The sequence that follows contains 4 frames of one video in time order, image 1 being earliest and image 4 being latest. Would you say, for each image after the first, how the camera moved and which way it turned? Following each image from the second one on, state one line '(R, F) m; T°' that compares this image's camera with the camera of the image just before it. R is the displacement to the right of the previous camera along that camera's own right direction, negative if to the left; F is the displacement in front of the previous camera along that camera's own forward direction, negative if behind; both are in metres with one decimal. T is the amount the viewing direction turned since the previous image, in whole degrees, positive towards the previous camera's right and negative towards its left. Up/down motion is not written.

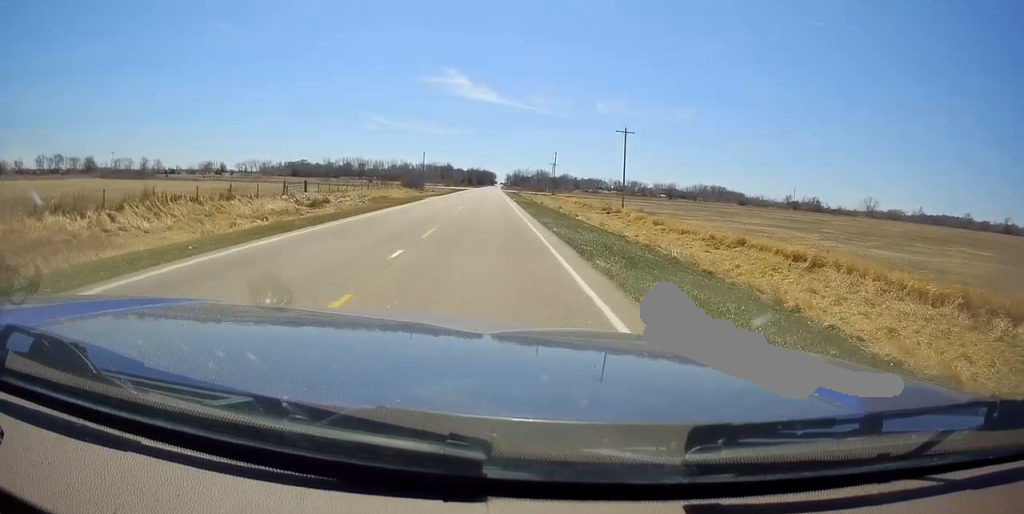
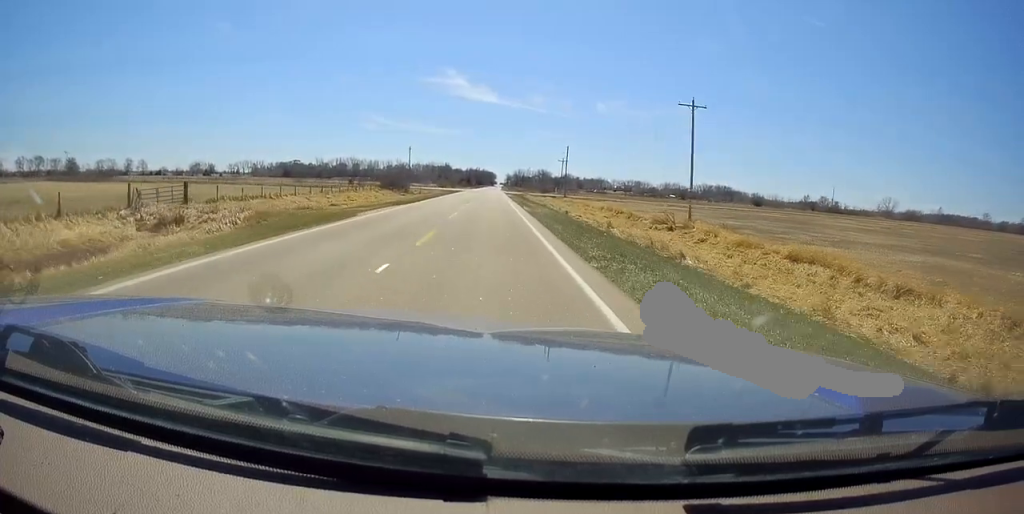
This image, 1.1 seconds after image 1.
(-0.2, +25.1) m; 0°
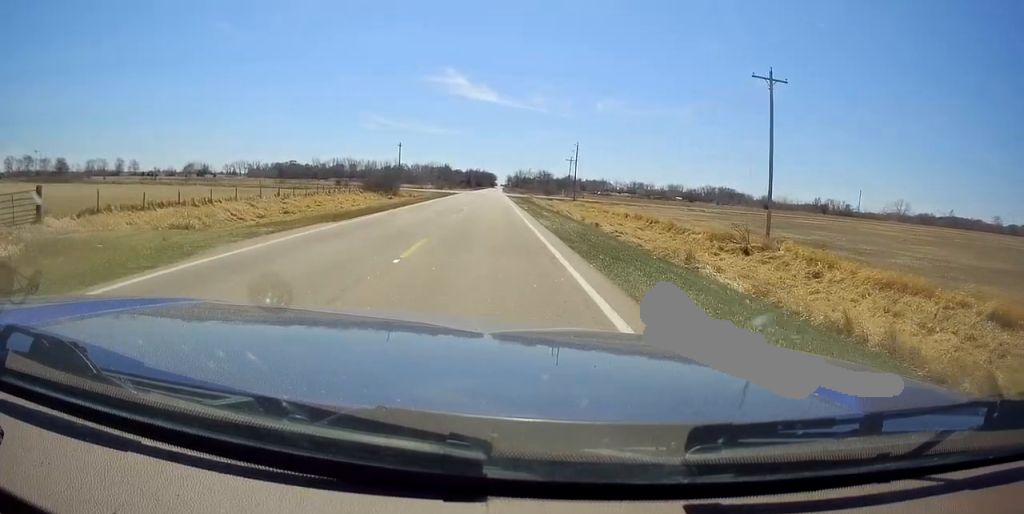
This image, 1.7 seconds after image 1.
(+0.2, +14.2) m; +1°
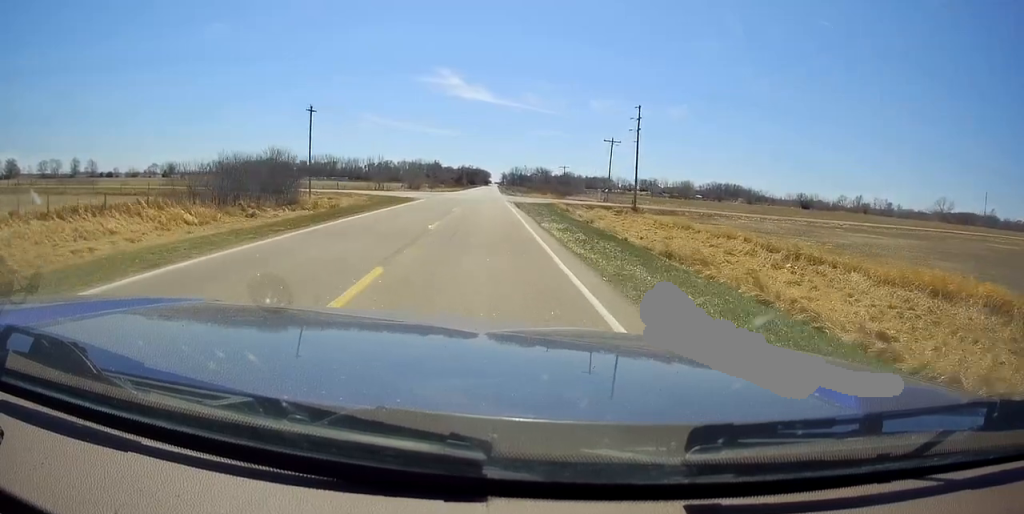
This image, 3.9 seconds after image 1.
(+0.1, +52.3) m; 0°
